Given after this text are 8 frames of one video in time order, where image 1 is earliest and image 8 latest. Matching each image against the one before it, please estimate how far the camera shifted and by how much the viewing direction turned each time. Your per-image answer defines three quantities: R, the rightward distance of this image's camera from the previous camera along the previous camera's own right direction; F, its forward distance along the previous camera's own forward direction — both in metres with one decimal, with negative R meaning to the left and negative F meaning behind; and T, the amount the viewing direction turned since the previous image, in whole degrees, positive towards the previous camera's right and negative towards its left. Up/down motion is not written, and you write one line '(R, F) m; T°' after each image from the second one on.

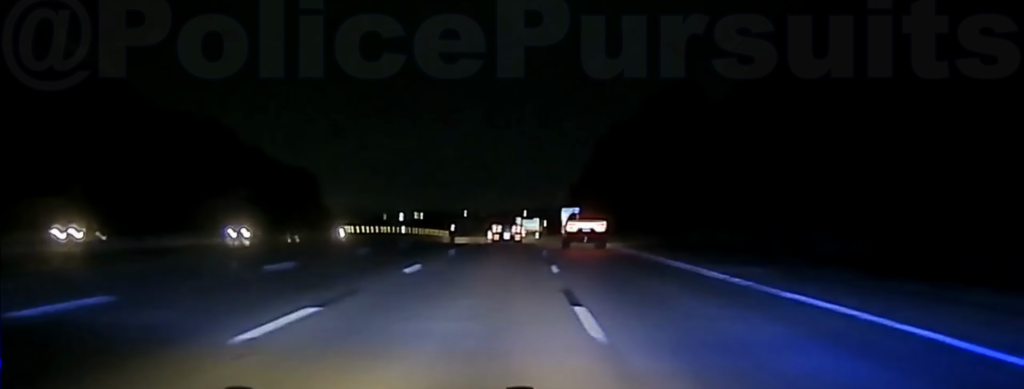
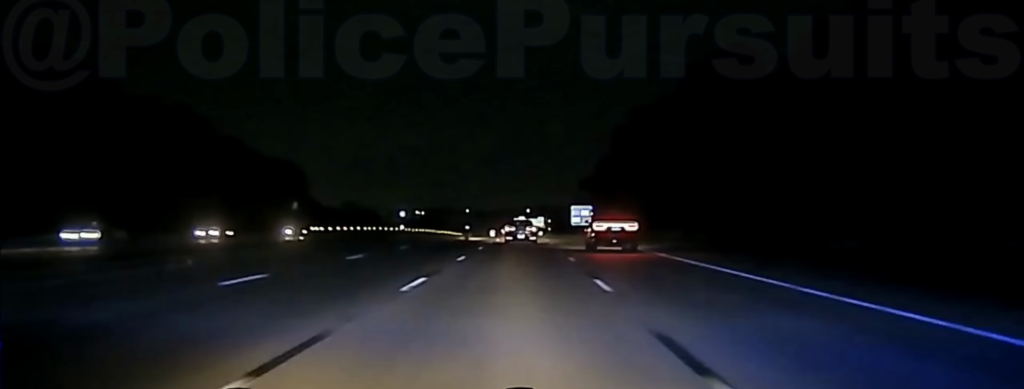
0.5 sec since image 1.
(0.0, +17.0) m; 0°
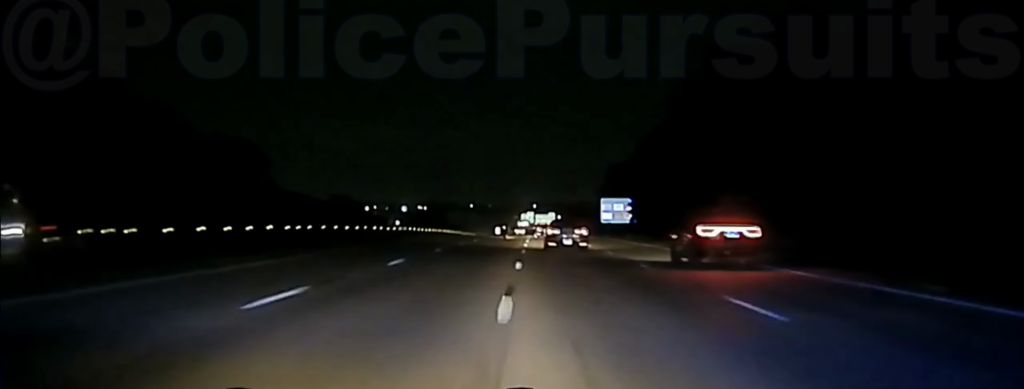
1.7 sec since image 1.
(+0.2, +42.6) m; 0°
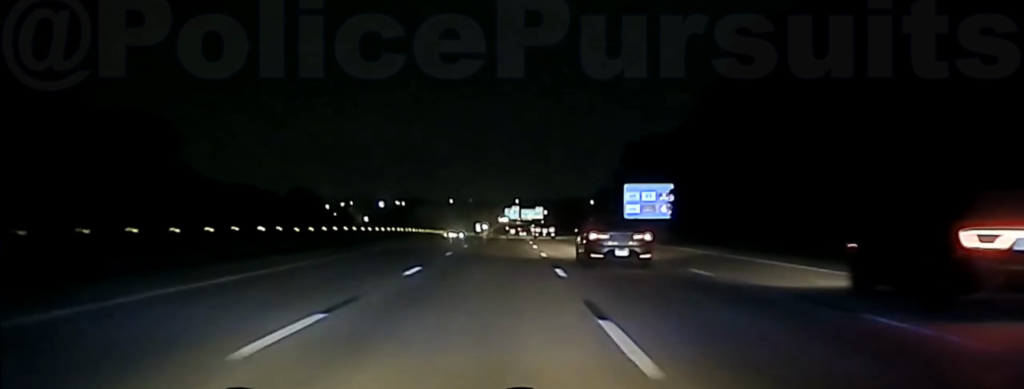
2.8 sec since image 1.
(-0.2, +40.6) m; 0°
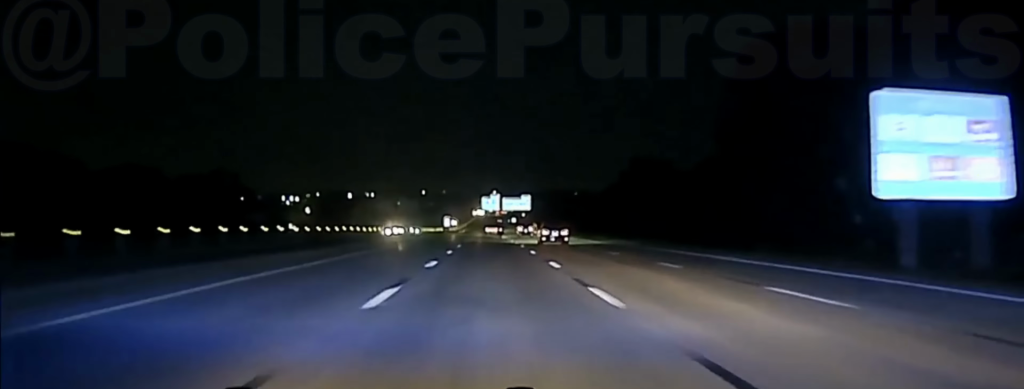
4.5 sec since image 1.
(+0.7, +71.9) m; +2°
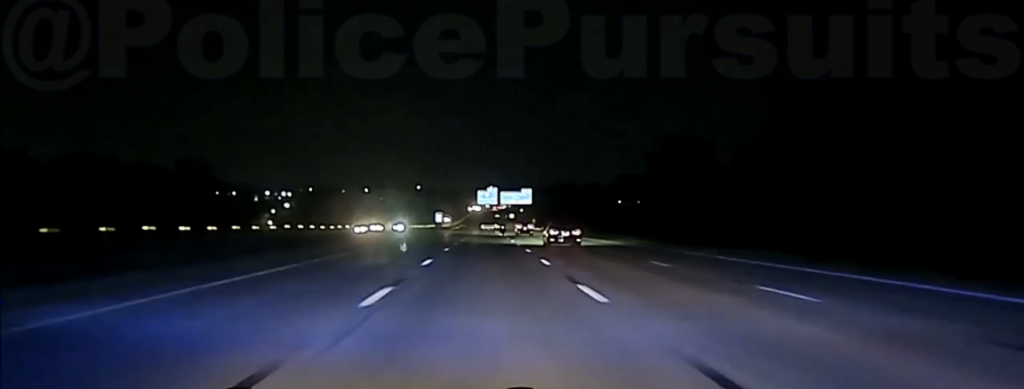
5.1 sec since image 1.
(+0.4, +22.7) m; 0°
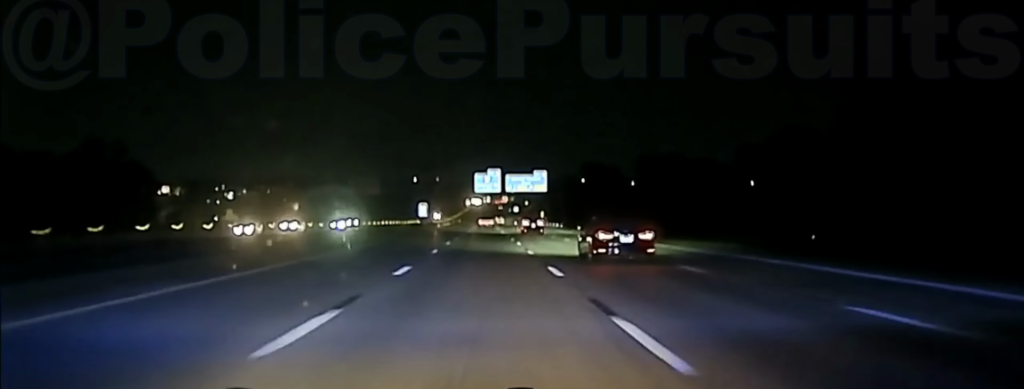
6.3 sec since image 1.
(-0.3, +55.9) m; -1°
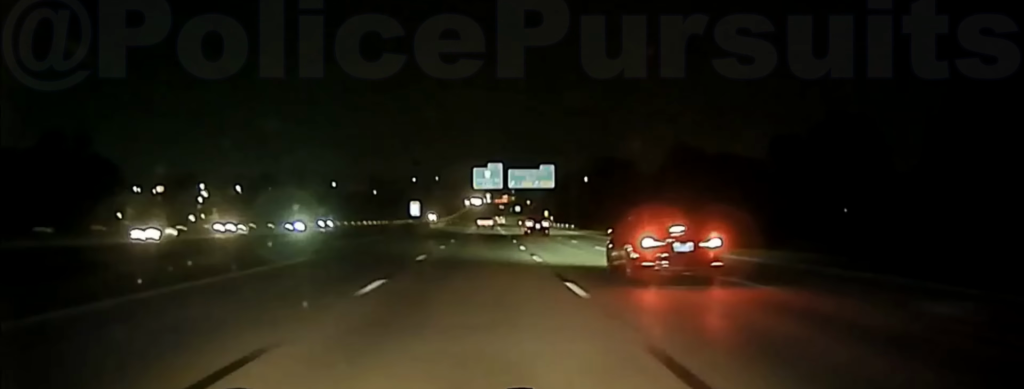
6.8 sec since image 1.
(0.0, +19.7) m; 0°
